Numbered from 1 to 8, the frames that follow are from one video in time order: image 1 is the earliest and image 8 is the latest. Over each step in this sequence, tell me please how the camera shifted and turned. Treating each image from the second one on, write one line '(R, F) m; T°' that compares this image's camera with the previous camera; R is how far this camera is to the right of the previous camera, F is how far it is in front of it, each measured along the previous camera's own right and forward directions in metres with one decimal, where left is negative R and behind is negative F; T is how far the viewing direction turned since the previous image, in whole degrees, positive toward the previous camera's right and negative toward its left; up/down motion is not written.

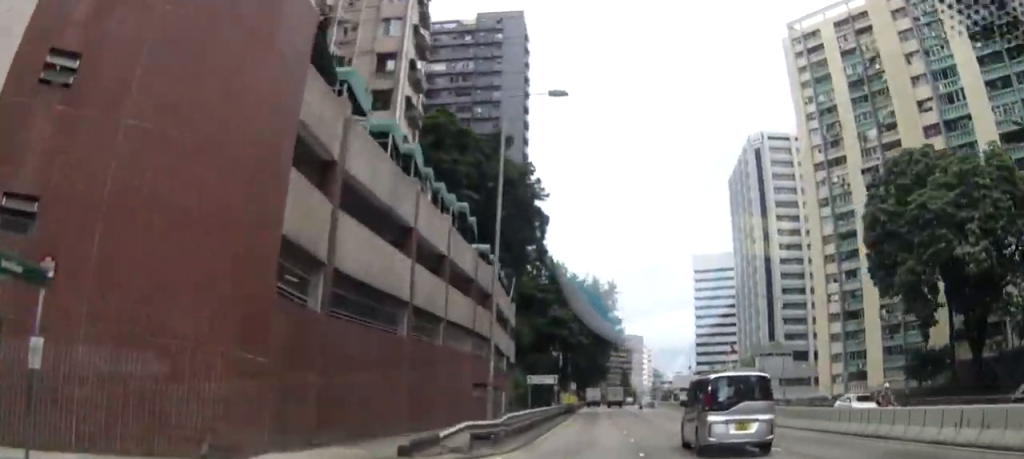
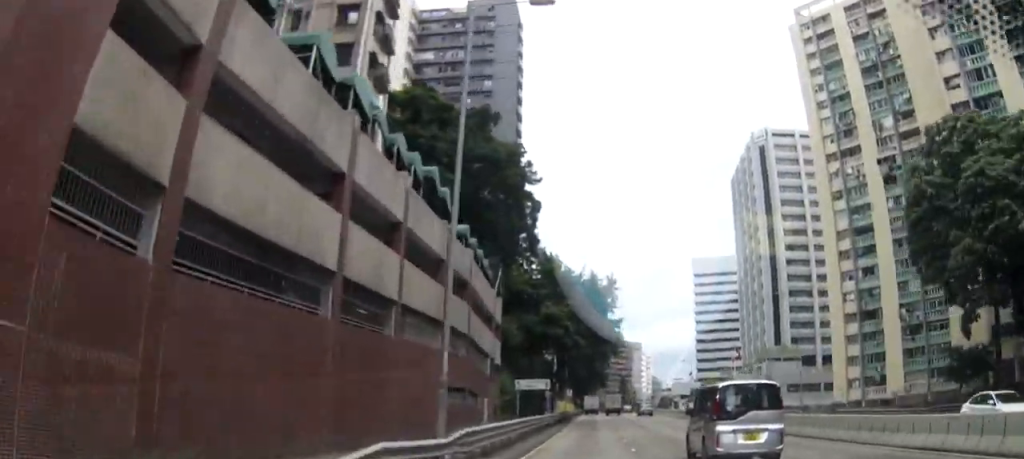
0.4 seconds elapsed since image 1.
(+0.1, +7.1) m; 0°
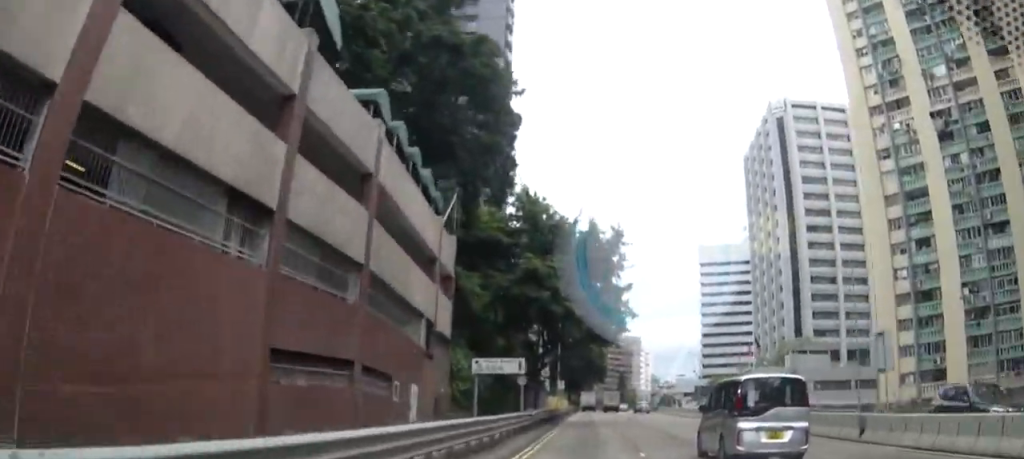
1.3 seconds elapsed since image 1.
(0.0, +16.6) m; 0°
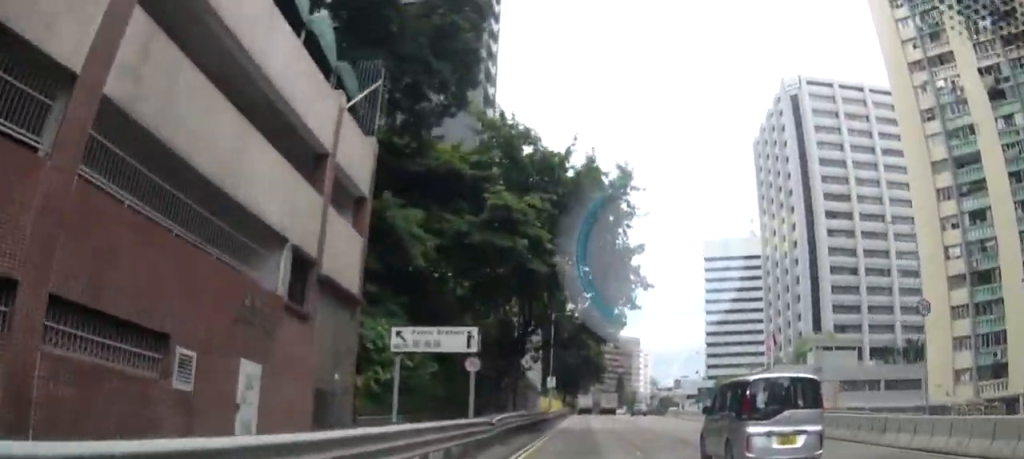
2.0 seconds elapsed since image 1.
(-0.1, +12.5) m; 0°
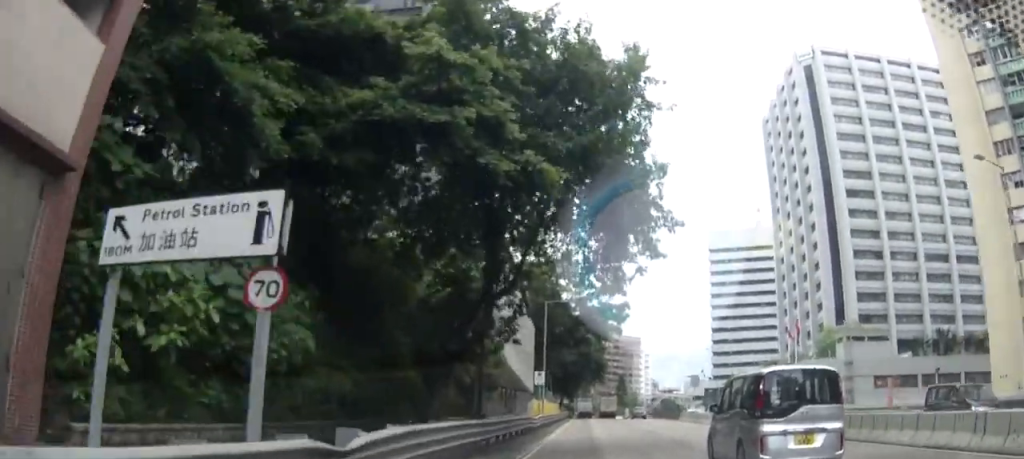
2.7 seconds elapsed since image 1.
(+0.1, +11.9) m; 0°
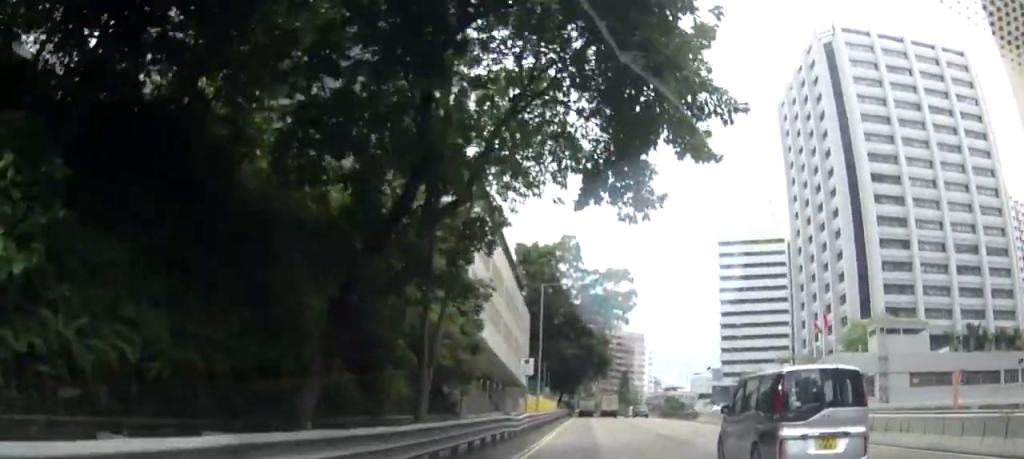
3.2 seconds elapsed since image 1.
(0.0, +9.6) m; 0°
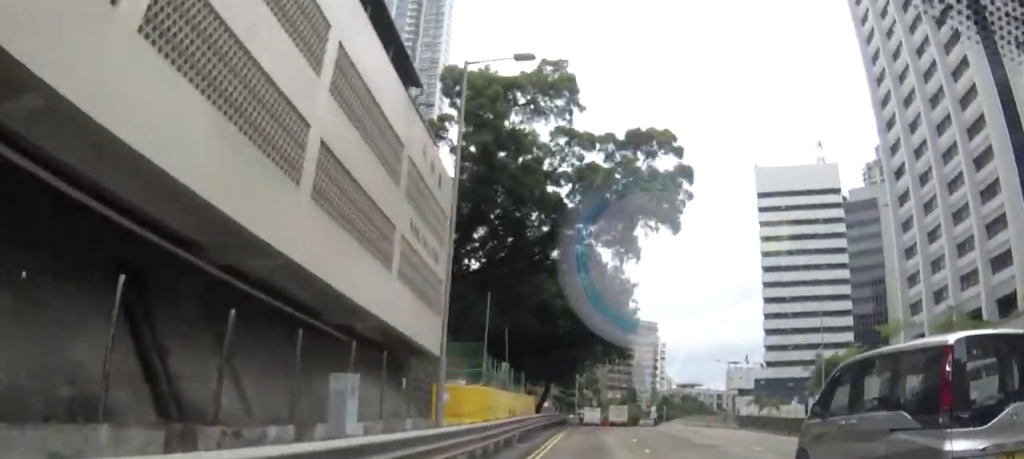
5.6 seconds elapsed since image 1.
(+0.3, +42.2) m; 0°
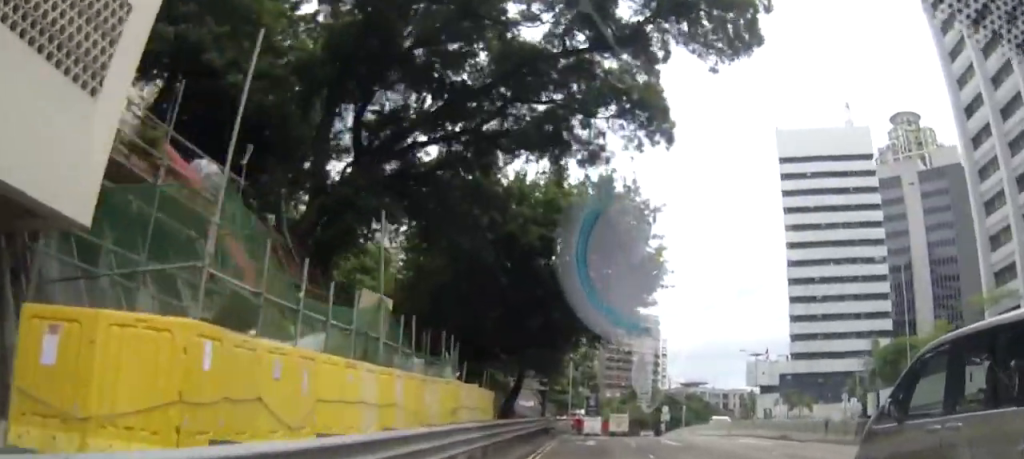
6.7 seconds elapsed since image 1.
(-0.1, +19.8) m; 0°
